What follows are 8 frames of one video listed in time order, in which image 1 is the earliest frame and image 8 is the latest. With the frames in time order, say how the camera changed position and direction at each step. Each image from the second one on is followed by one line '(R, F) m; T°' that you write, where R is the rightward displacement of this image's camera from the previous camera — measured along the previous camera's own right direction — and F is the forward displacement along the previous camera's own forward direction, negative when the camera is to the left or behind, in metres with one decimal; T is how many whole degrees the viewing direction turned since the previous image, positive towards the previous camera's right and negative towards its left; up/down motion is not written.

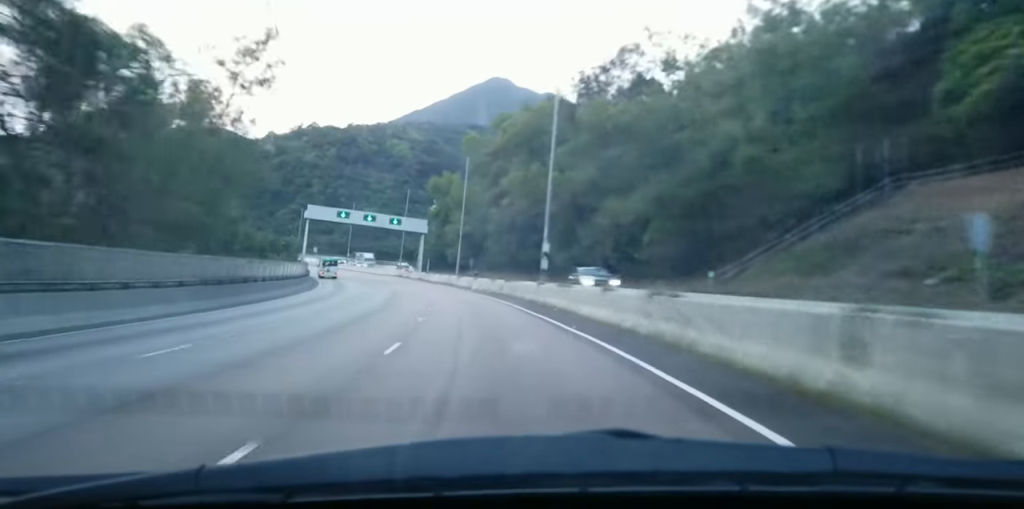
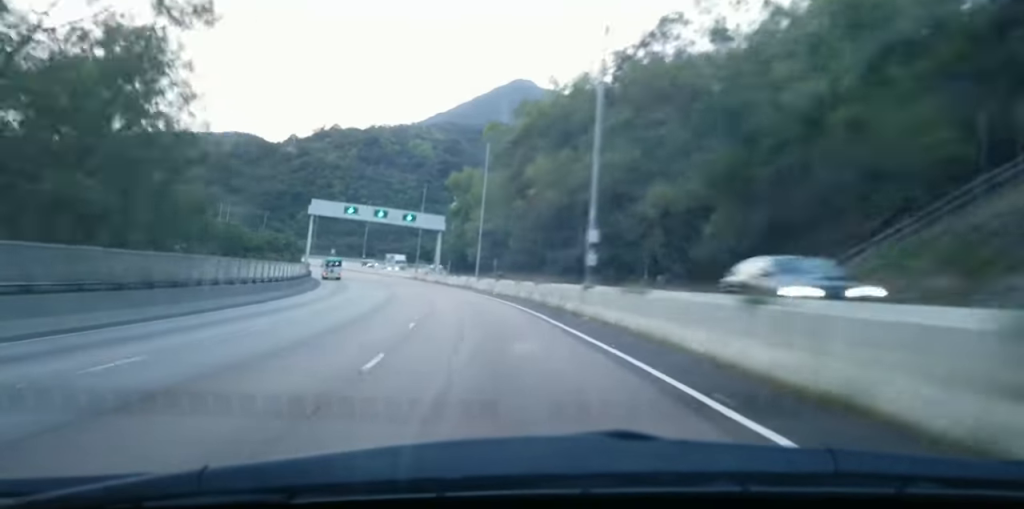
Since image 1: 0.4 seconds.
(-0.1, +11.3) m; -2°
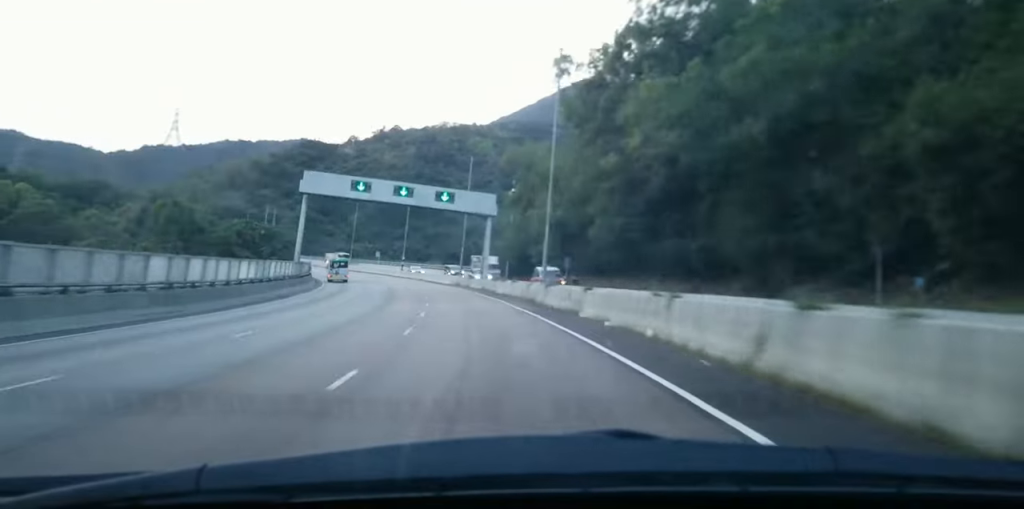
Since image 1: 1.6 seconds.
(-1.4, +30.7) m; -5°
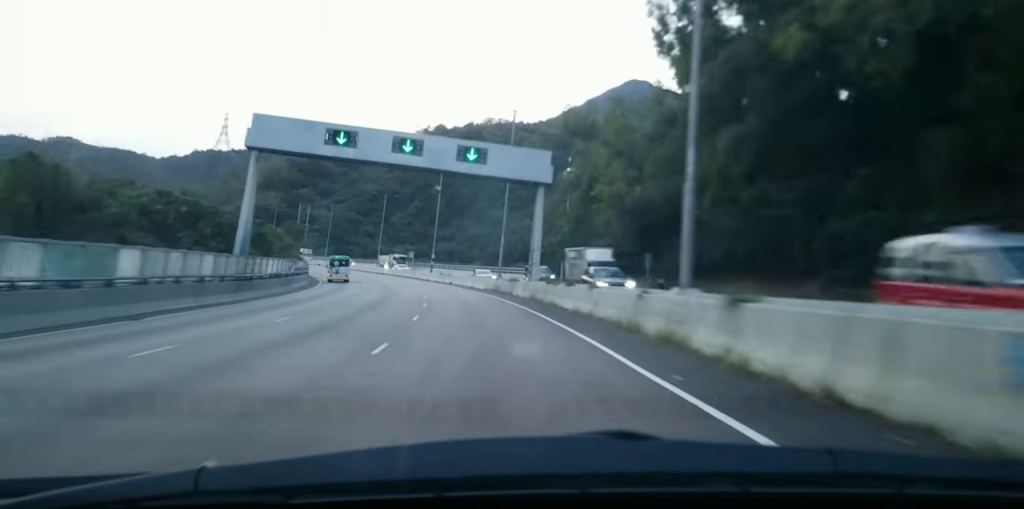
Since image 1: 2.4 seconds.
(-0.9, +22.6) m; -3°
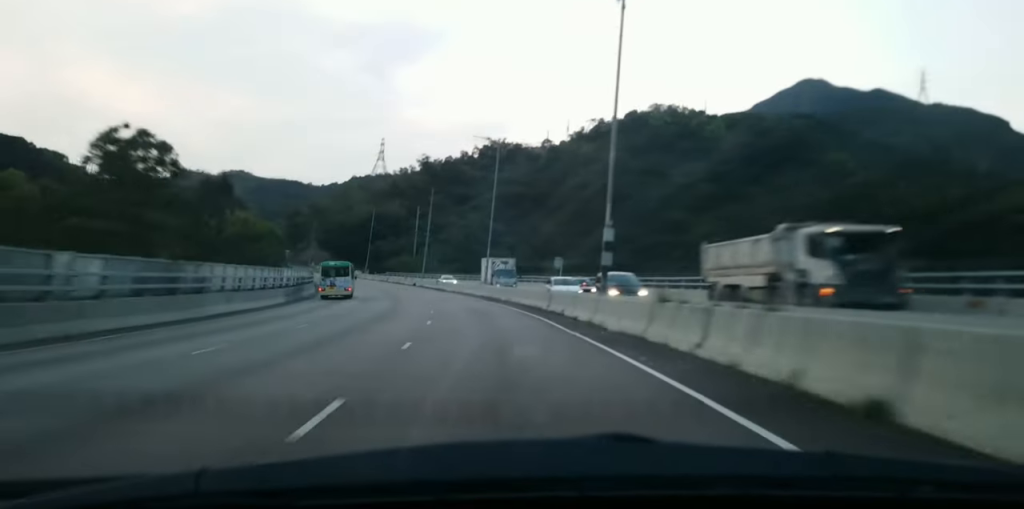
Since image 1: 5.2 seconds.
(-6.2, +70.5) m; -10°
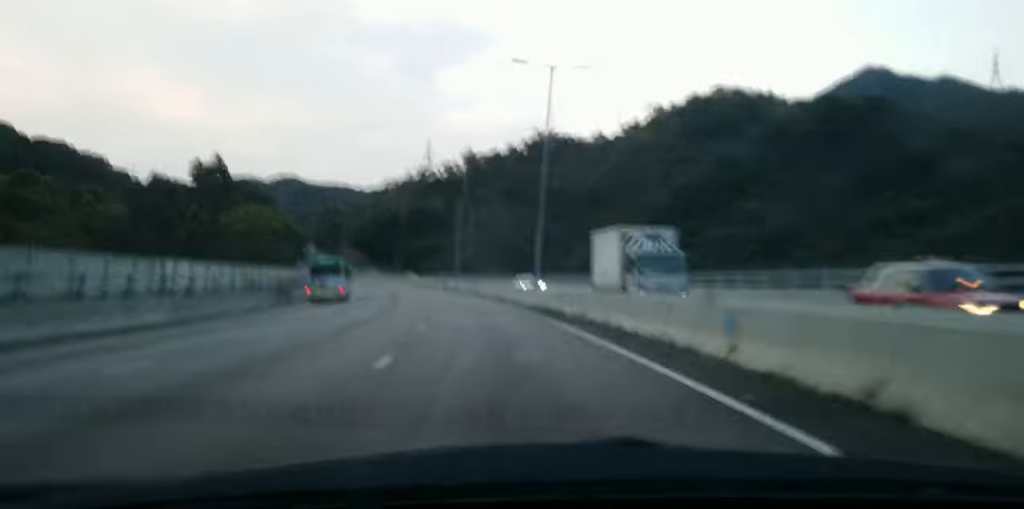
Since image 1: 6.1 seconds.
(-0.8, +22.1) m; -4°
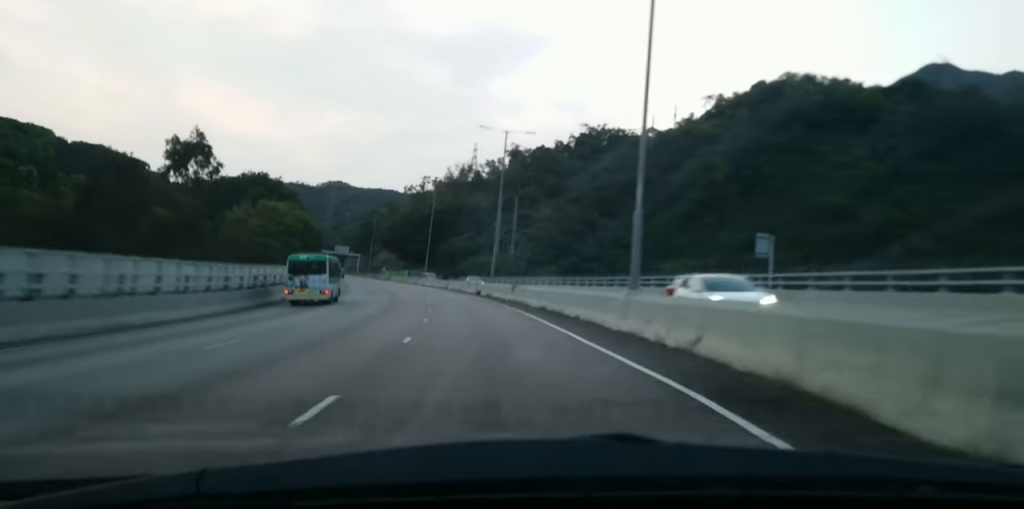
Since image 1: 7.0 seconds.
(-0.9, +22.2) m; -4°
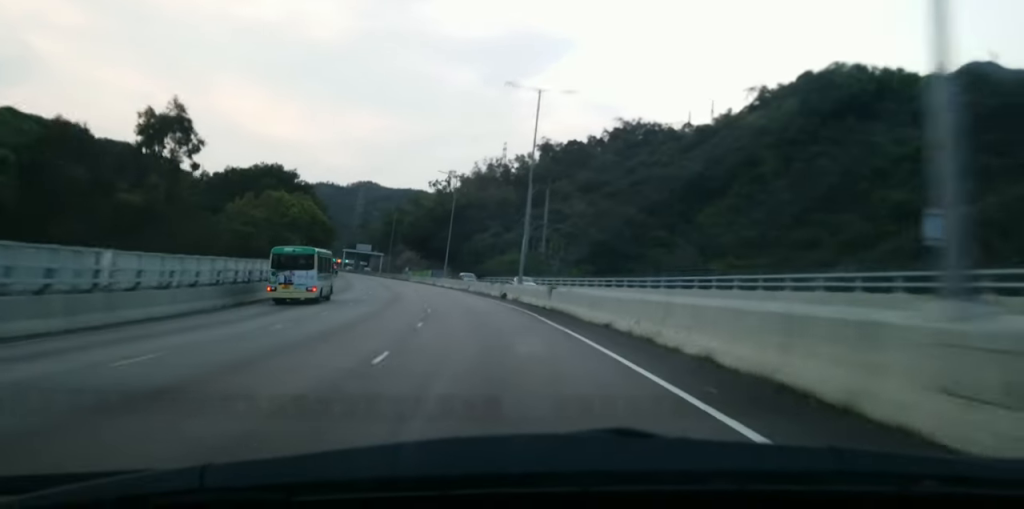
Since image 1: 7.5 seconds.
(-0.1, +13.1) m; -2°
